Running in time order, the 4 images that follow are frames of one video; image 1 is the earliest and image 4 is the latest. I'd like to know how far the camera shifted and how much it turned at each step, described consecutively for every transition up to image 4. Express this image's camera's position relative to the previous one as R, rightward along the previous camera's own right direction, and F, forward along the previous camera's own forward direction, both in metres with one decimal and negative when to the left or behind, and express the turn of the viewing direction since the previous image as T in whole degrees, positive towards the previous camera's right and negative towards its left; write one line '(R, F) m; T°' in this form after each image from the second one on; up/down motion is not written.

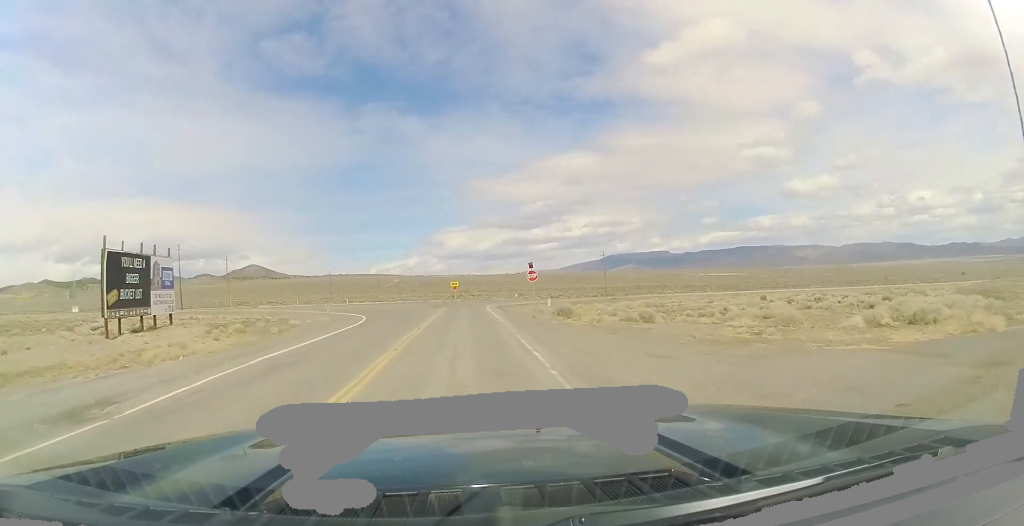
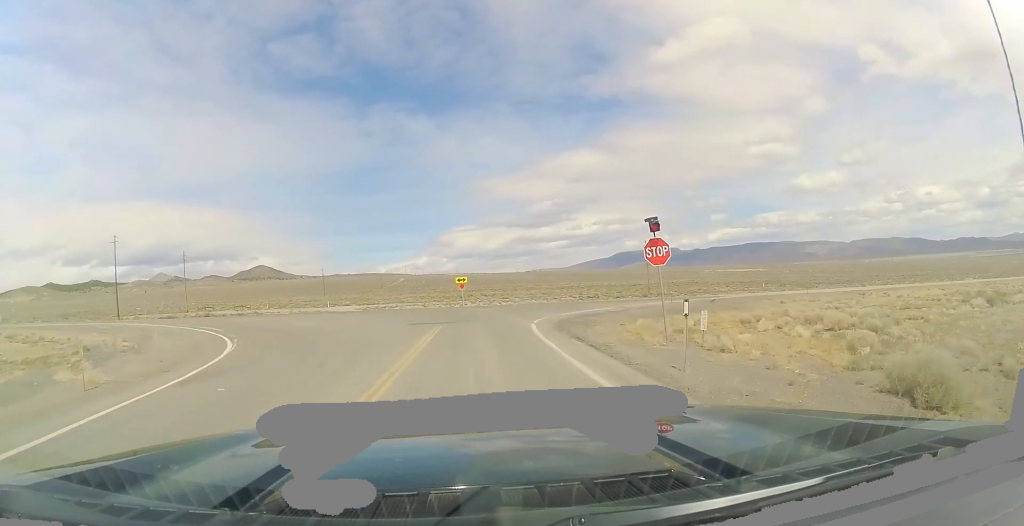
(+1.4, +28.9) m; -1°
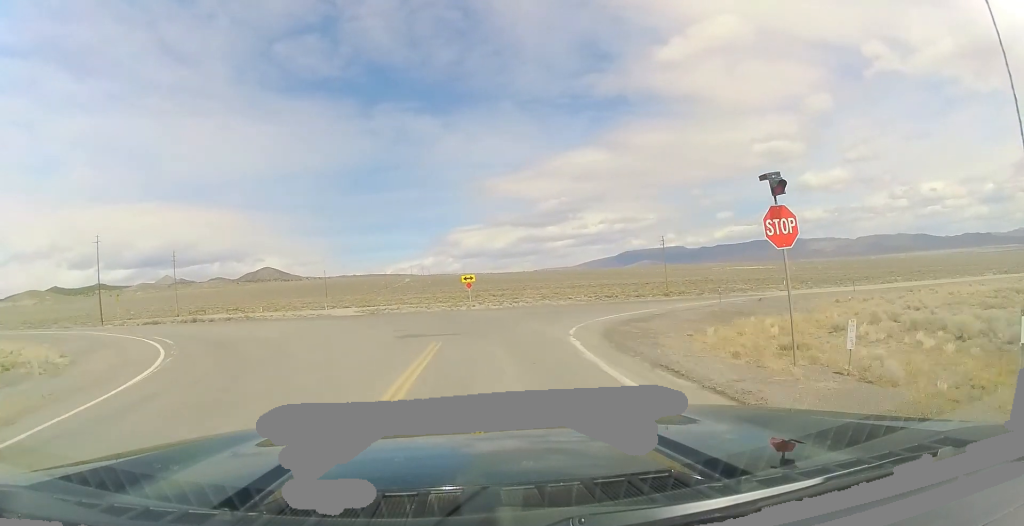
(-0.3, +7.5) m; -2°
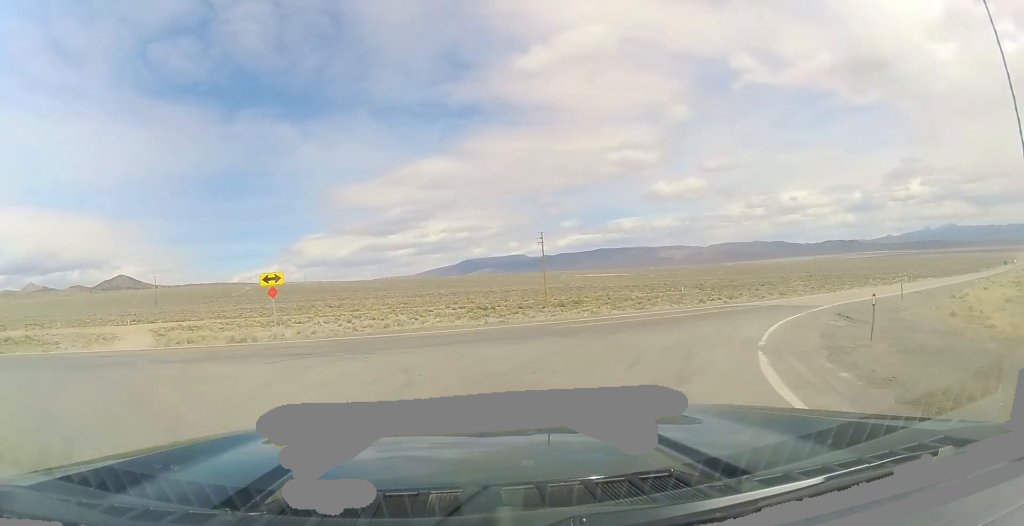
(+2.2, +24.4) m; +25°
